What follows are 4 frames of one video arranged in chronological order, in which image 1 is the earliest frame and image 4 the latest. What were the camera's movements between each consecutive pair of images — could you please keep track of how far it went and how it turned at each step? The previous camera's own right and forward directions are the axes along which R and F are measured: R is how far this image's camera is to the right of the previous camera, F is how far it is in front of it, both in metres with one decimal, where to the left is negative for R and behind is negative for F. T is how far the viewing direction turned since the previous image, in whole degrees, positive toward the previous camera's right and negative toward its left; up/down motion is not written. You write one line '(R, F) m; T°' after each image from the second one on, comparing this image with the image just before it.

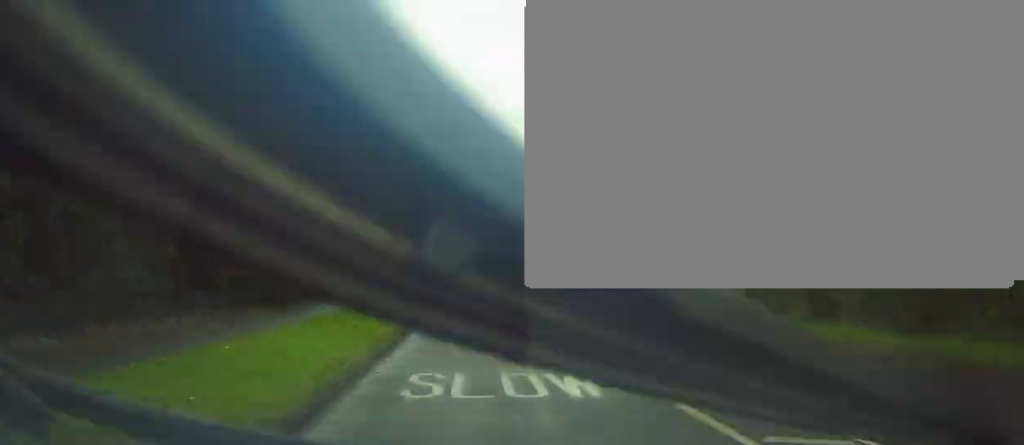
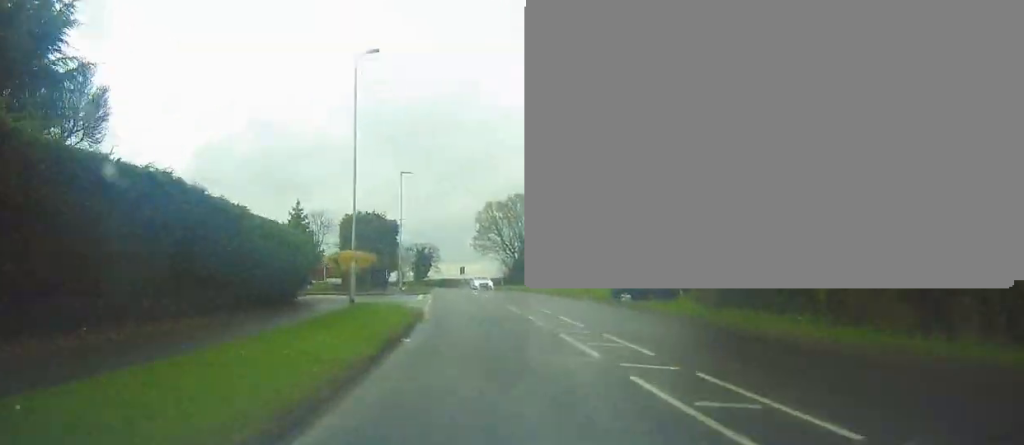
(-0.1, +4.5) m; -1°
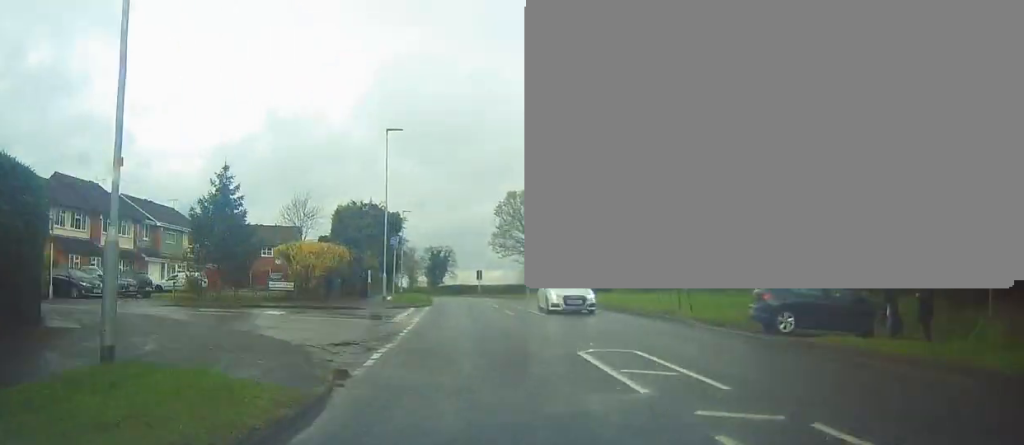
(-0.4, +15.7) m; -2°
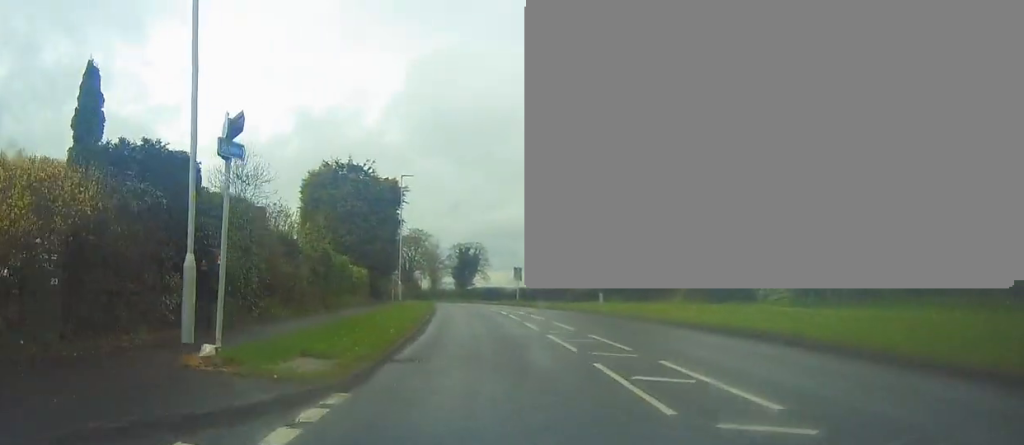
(-0.4, +24.5) m; -3°
